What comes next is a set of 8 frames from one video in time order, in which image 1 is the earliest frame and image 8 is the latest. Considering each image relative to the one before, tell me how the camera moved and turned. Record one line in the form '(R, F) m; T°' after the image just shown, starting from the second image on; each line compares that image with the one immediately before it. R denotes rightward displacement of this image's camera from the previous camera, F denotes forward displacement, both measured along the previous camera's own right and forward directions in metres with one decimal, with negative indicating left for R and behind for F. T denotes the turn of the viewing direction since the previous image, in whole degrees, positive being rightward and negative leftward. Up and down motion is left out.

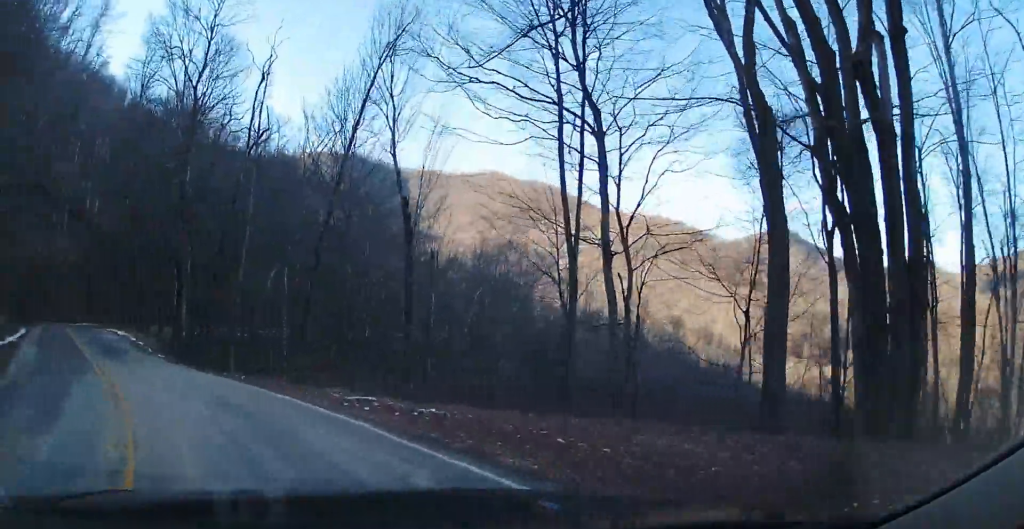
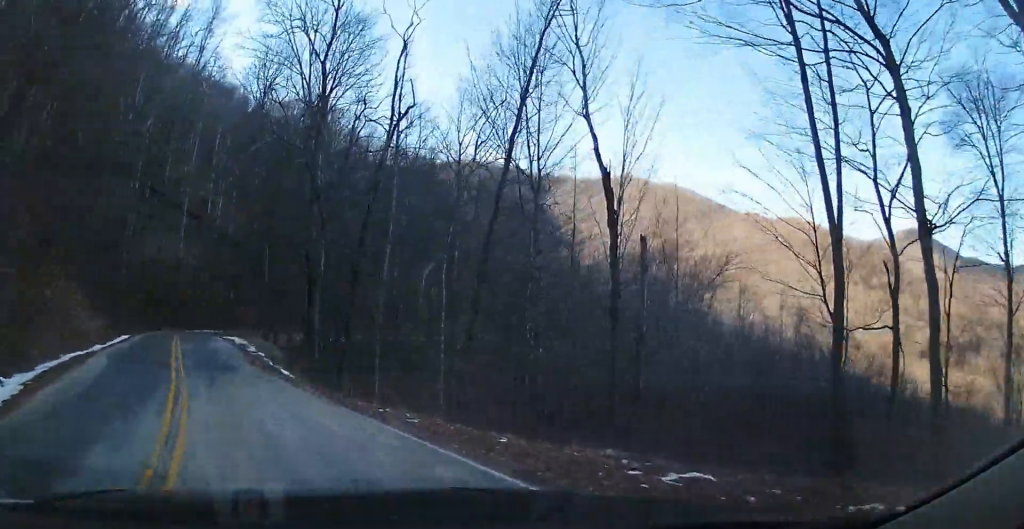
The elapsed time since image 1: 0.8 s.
(-0.2, +6.1) m; -3°
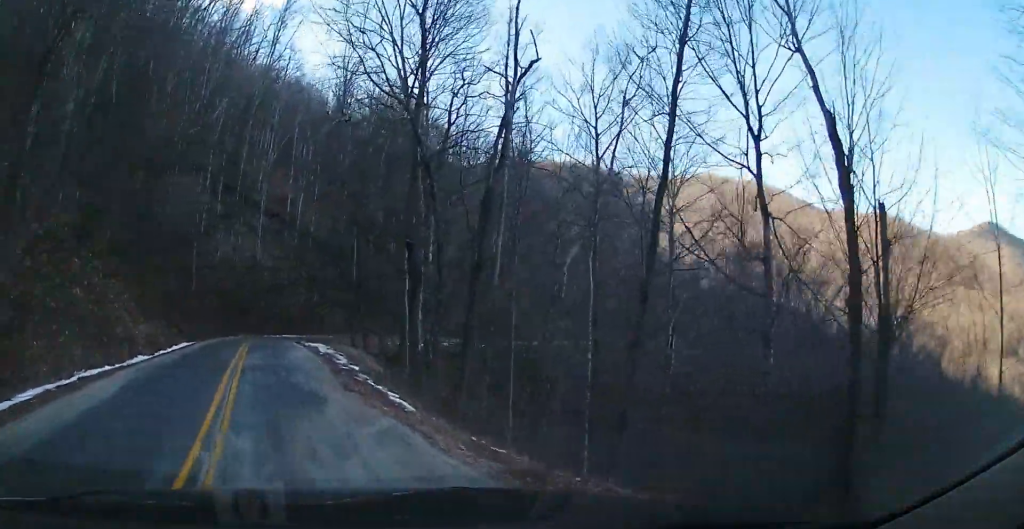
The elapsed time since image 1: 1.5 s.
(+0.6, +5.9) m; -8°
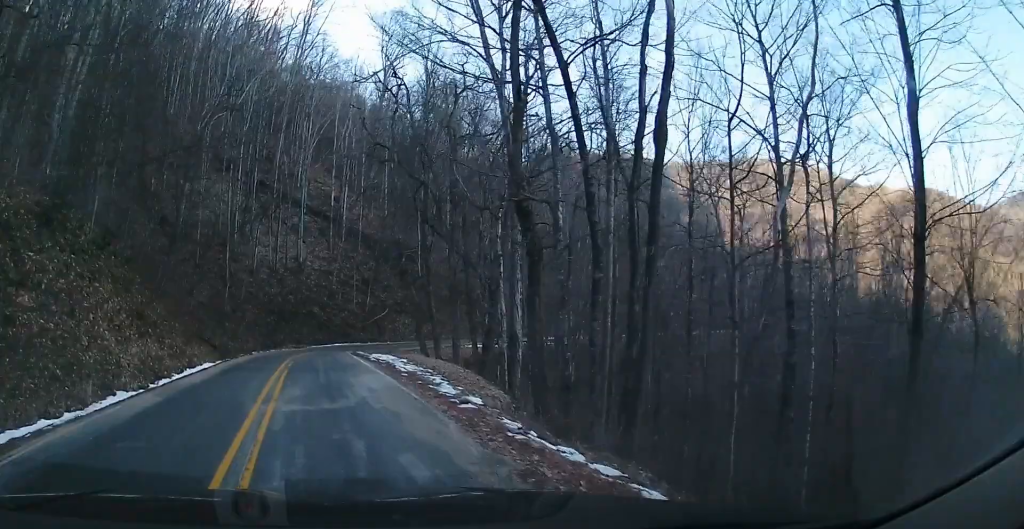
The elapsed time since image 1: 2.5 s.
(-1.7, +7.5) m; -19°
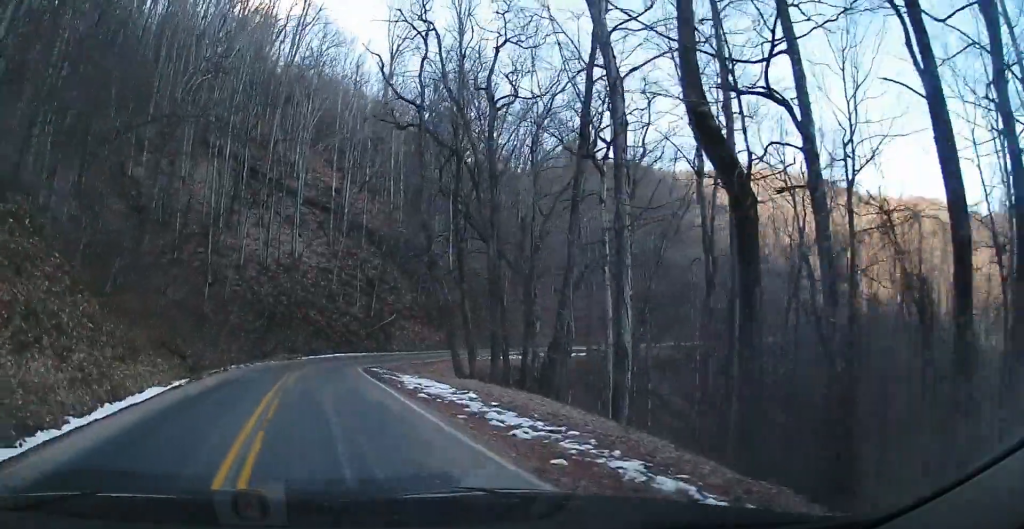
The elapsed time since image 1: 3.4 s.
(-1.0, +8.2) m; -8°
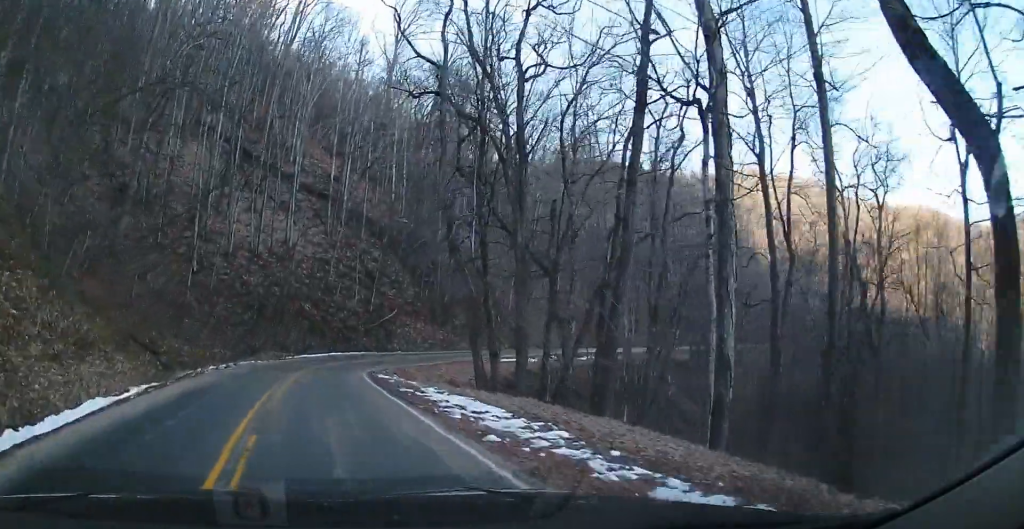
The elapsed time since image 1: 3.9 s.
(-0.1, +4.4) m; -2°
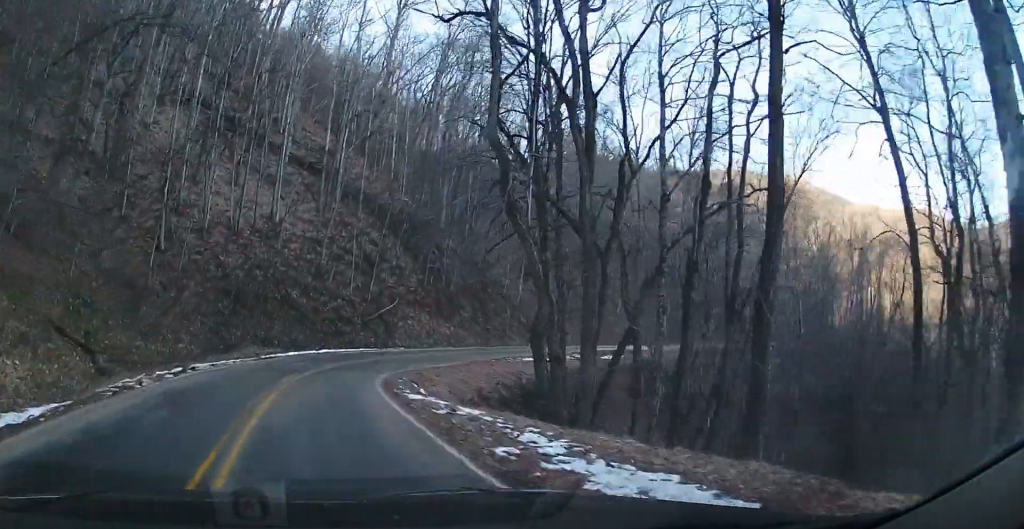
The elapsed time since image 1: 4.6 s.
(0.0, +7.2) m; -3°
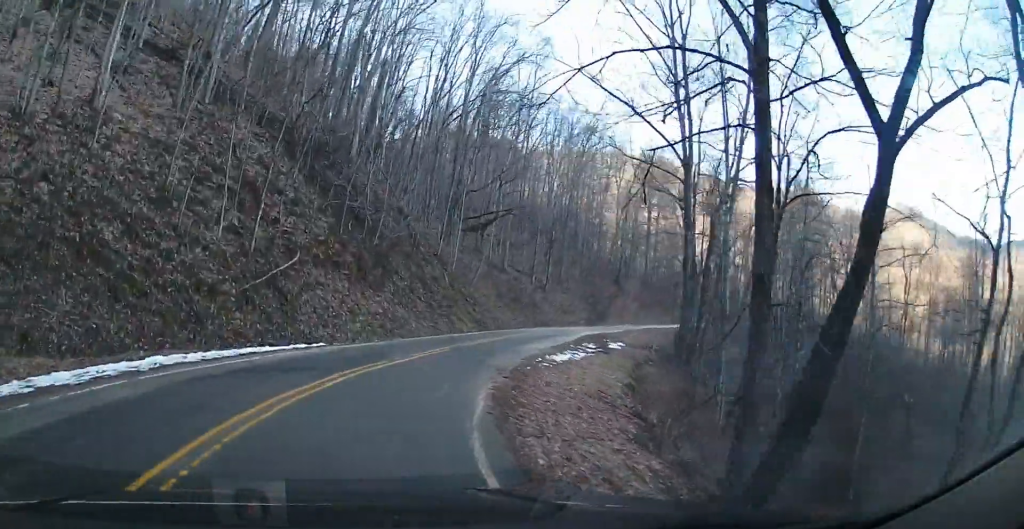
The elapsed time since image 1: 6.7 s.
(-2.4, +23.8) m; -3°
